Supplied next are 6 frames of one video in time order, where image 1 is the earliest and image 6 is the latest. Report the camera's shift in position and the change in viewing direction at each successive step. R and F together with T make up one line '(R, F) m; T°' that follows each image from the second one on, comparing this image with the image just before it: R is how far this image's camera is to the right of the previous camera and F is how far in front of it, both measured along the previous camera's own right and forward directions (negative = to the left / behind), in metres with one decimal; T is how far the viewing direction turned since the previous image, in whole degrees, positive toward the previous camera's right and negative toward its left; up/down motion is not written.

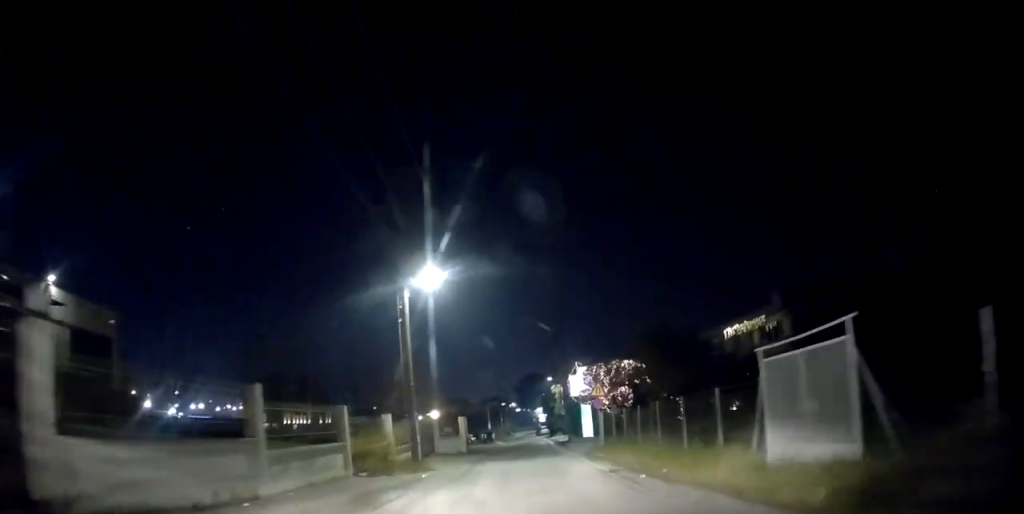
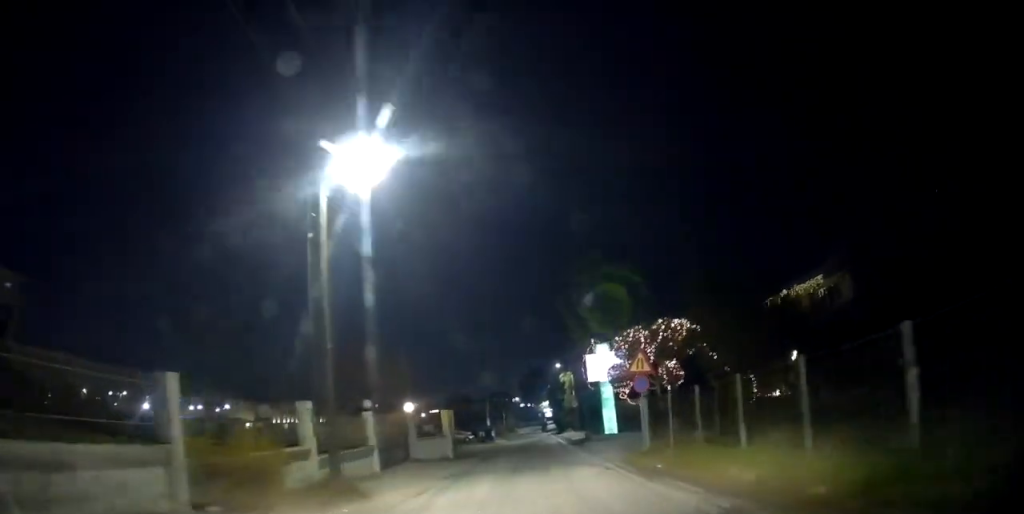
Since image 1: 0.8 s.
(-0.4, +8.5) m; -1°
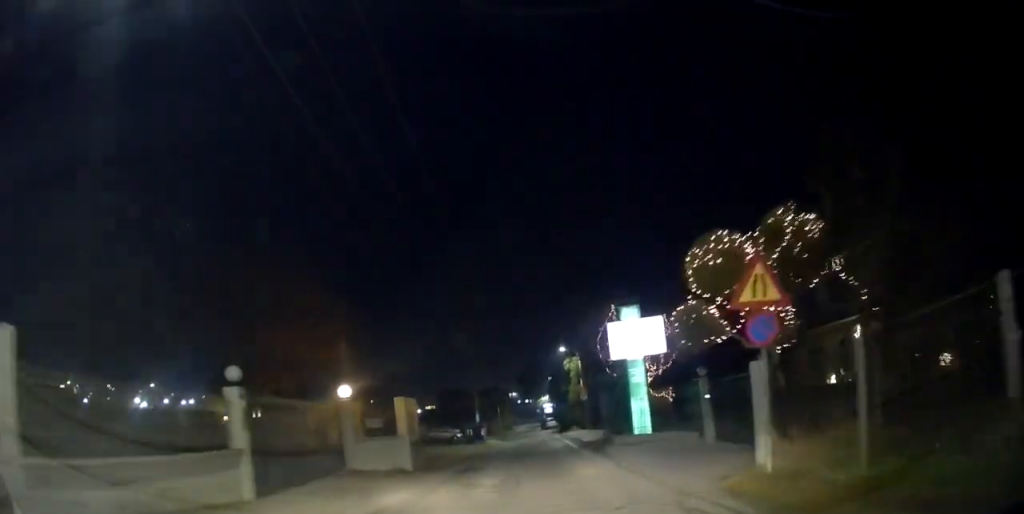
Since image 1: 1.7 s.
(+0.3, +8.9) m; +2°
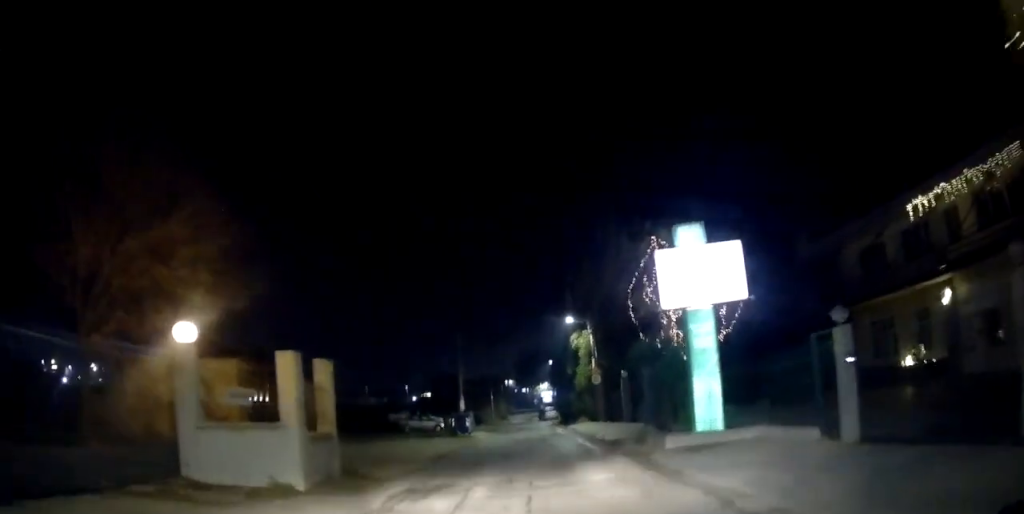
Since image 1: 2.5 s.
(0.0, +8.4) m; 0°
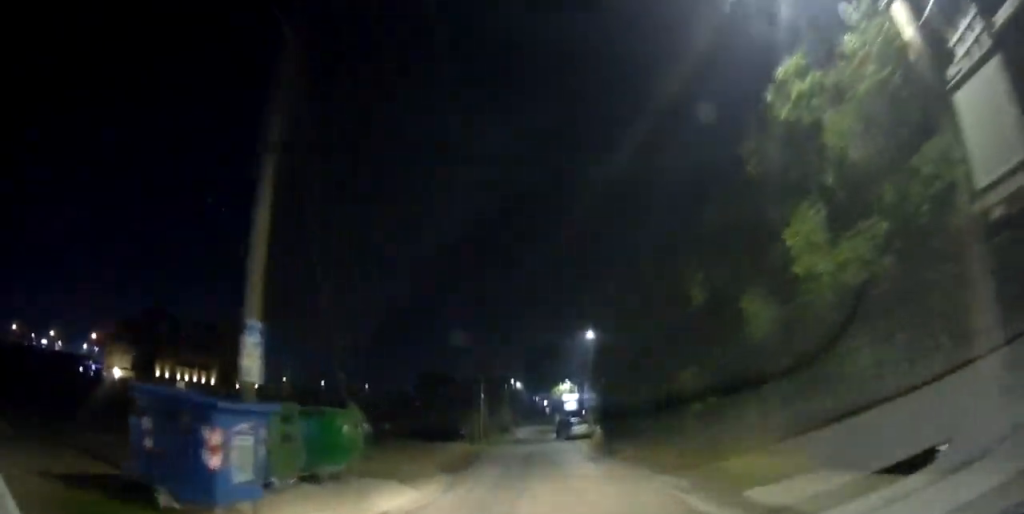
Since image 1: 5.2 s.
(-0.3, +27.3) m; -1°
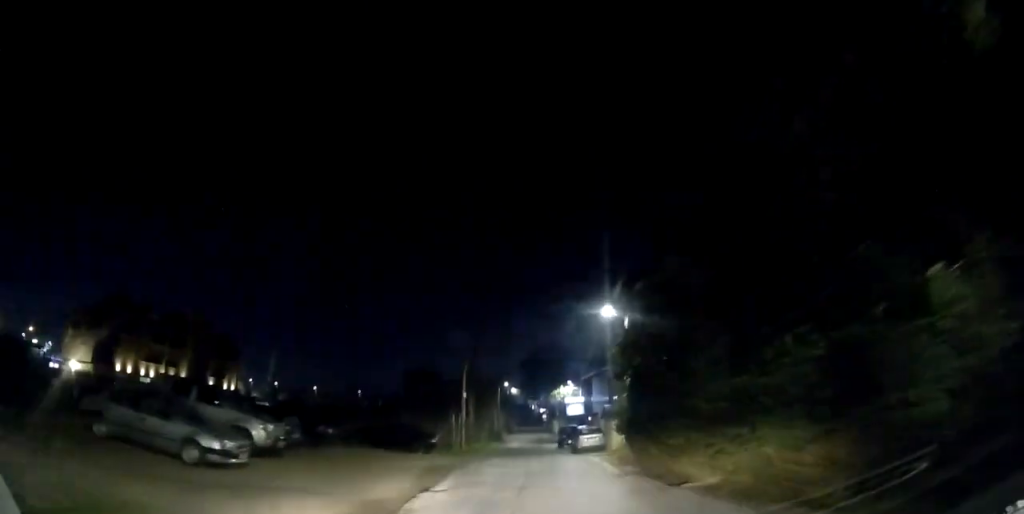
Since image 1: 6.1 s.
(0.0, +8.7) m; 0°
